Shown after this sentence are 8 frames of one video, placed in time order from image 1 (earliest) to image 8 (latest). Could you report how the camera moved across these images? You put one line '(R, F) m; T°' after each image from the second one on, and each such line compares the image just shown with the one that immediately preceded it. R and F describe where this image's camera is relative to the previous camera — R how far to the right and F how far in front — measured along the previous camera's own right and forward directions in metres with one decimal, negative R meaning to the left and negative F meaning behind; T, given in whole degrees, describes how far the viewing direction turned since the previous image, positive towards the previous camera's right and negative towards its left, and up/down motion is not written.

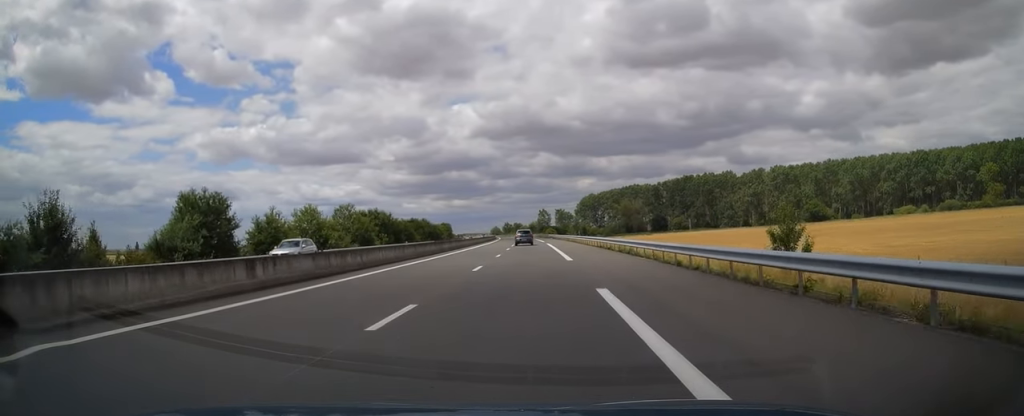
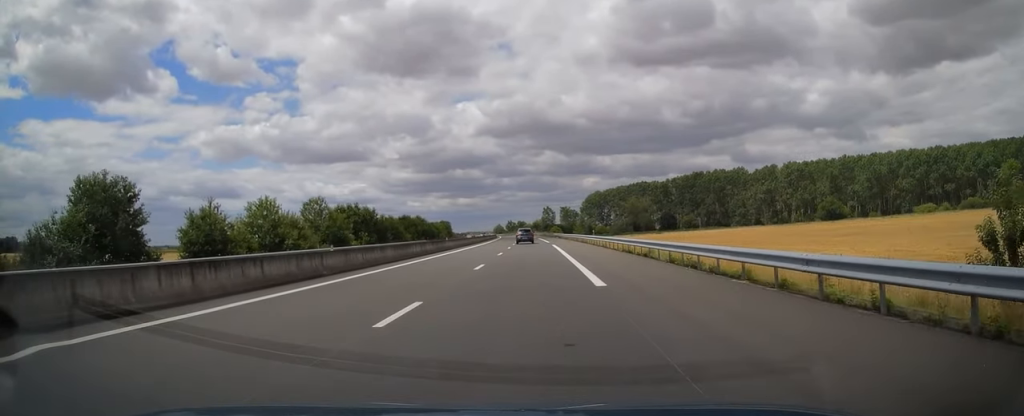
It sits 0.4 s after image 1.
(-0.4, +12.7) m; -1°
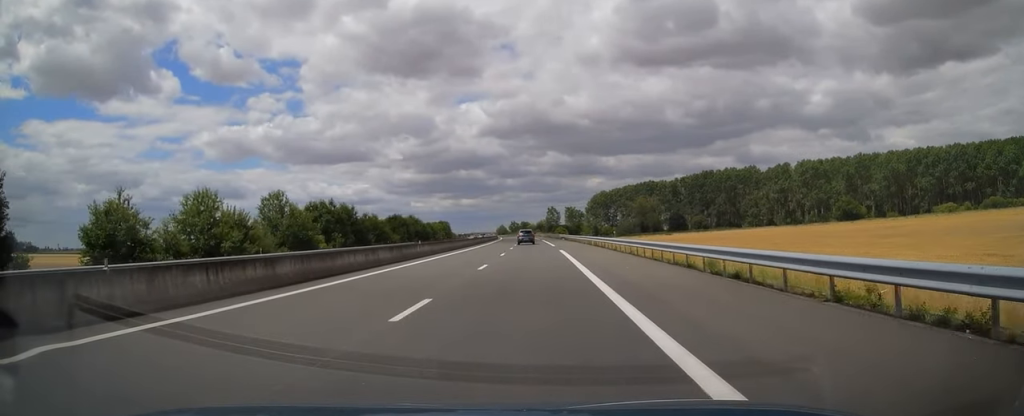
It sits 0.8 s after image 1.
(-0.2, +12.2) m; -1°
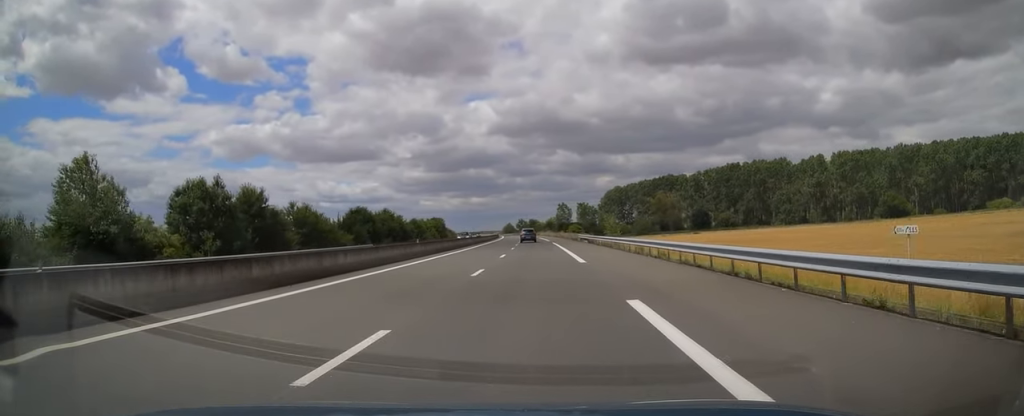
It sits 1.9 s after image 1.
(0.0, +29.9) m; 0°
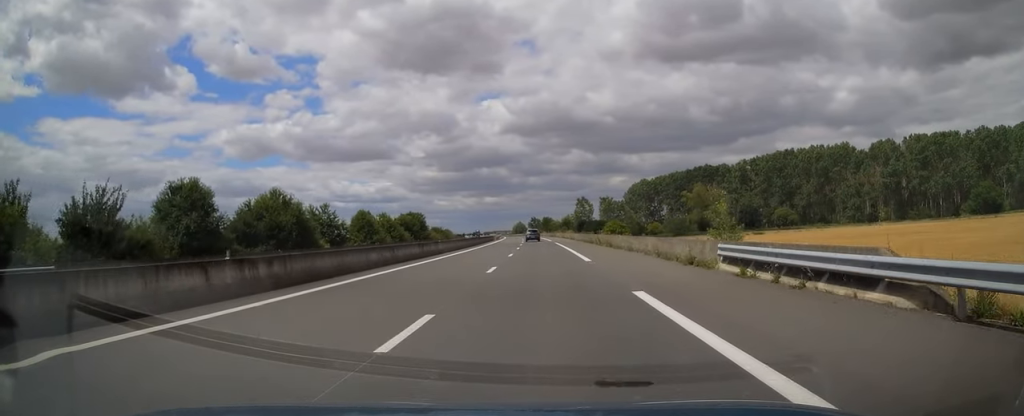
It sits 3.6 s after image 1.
(-0.5, +50.4) m; -1°
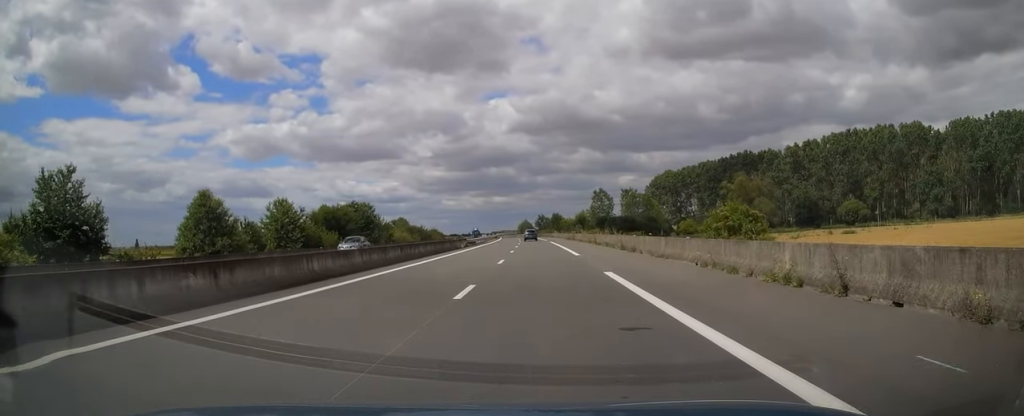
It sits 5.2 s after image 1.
(-0.5, +46.5) m; -1°
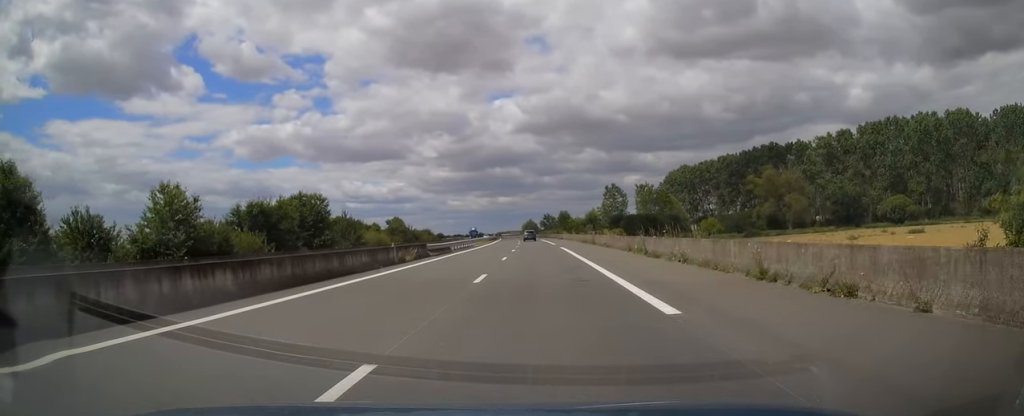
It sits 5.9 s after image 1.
(-0.2, +22.0) m; -1°
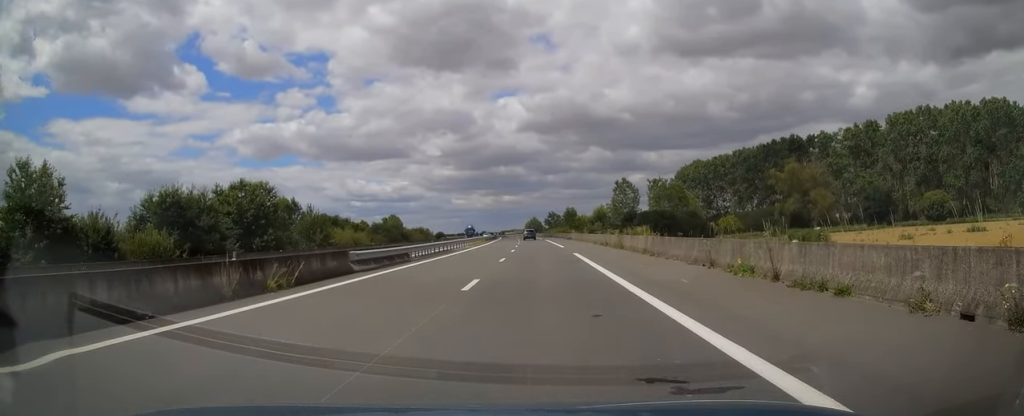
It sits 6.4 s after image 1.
(0.0, +15.2) m; 0°
